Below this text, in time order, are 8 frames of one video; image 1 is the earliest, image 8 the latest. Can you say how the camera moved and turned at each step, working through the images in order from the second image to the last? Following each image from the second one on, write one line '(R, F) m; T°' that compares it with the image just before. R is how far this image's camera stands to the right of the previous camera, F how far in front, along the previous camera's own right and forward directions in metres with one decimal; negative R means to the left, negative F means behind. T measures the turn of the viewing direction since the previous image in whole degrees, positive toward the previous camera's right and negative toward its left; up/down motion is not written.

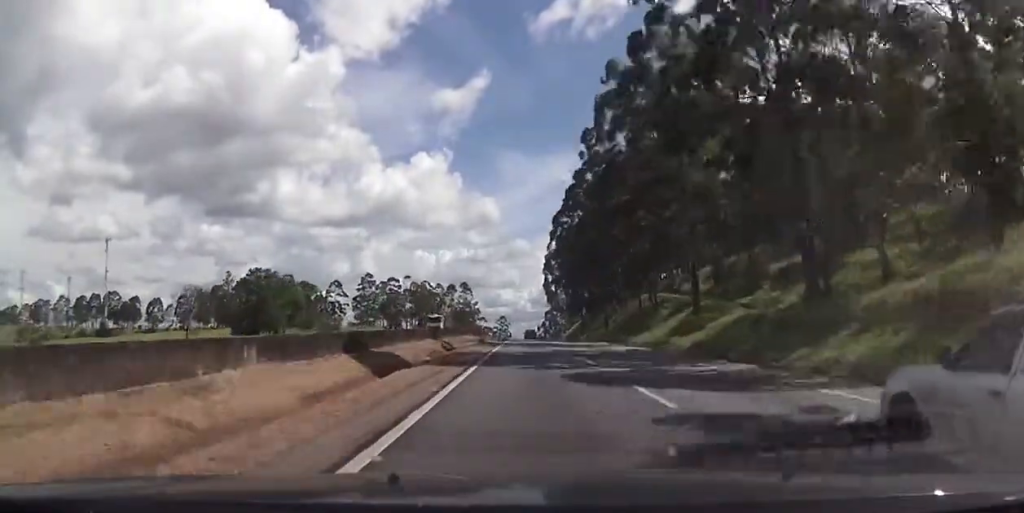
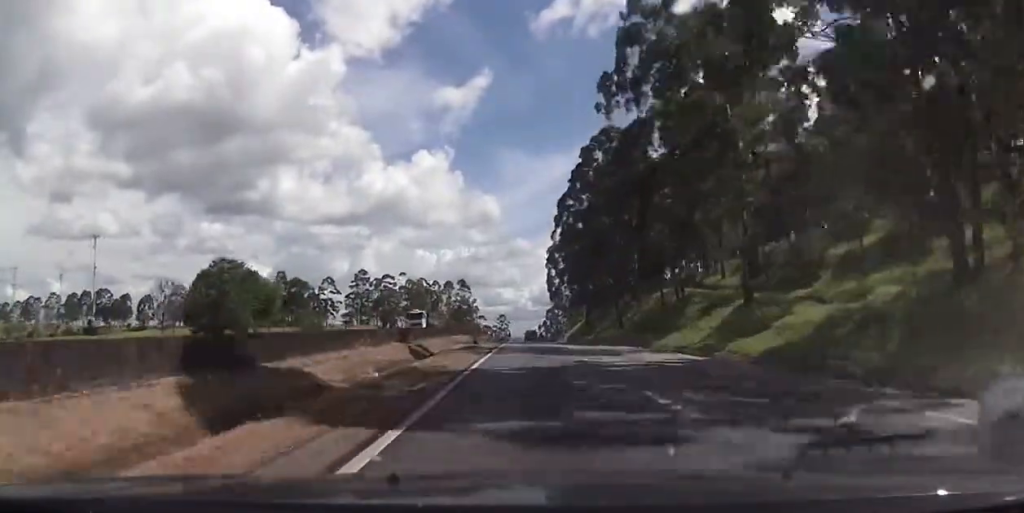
(0.0, +11.7) m; 0°
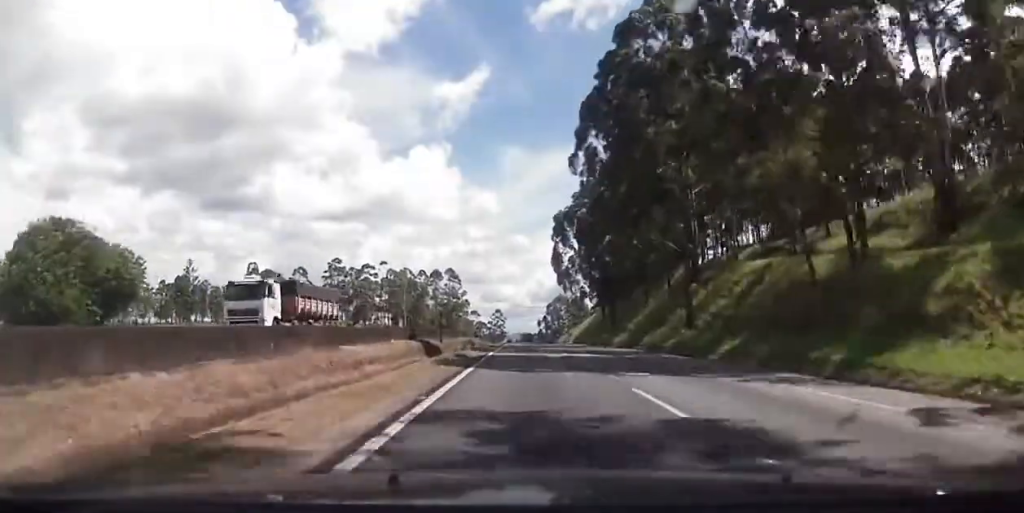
(+0.2, +30.6) m; +2°
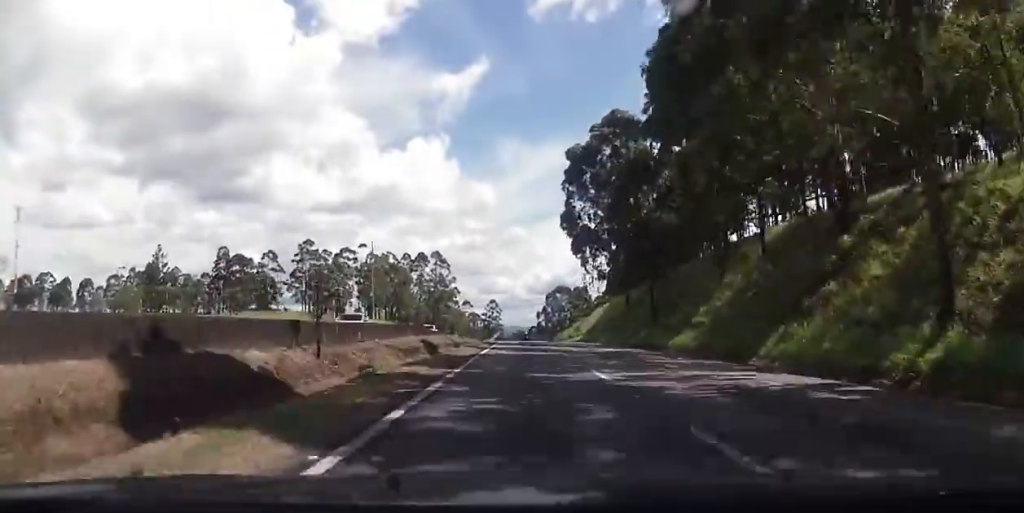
(+0.6, +23.9) m; +1°
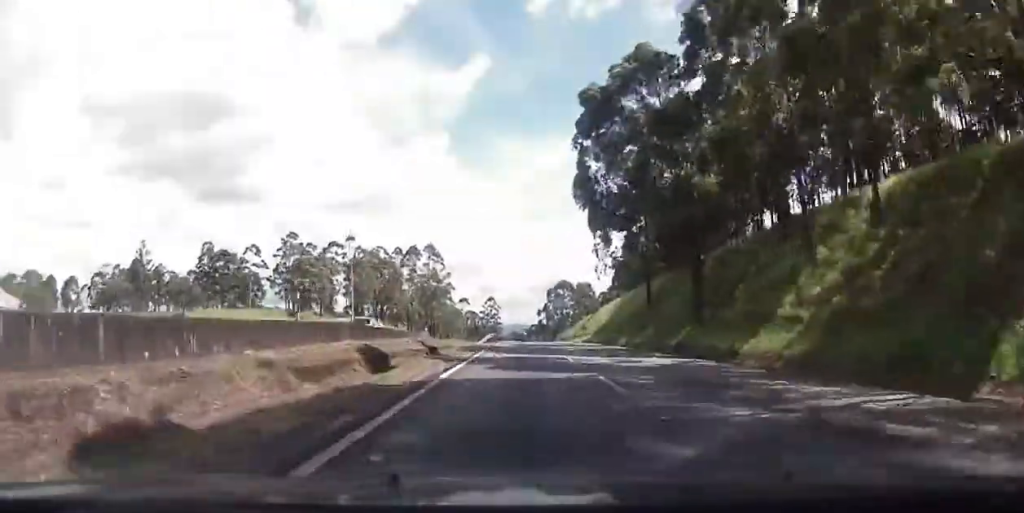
(+0.1, +13.6) m; -1°
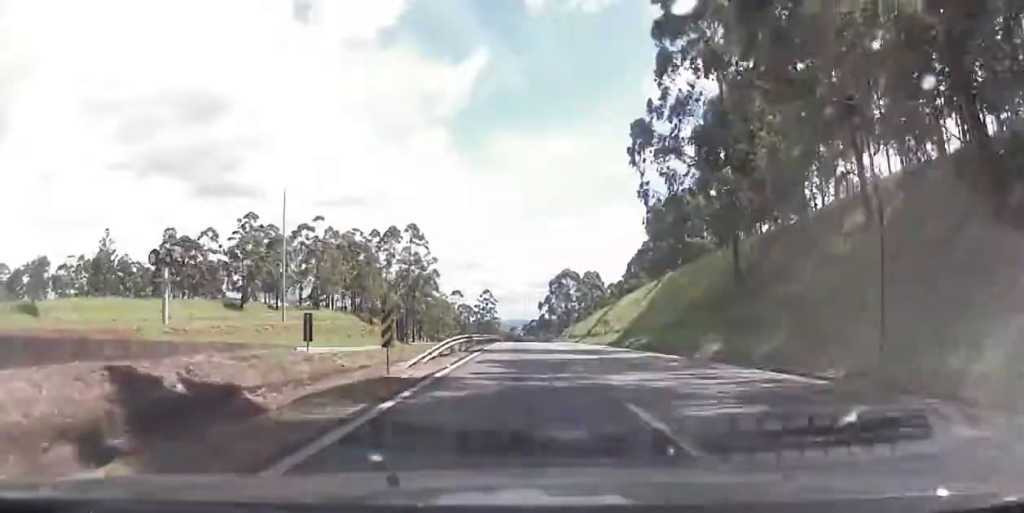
(-1.1, +32.3) m; -3°
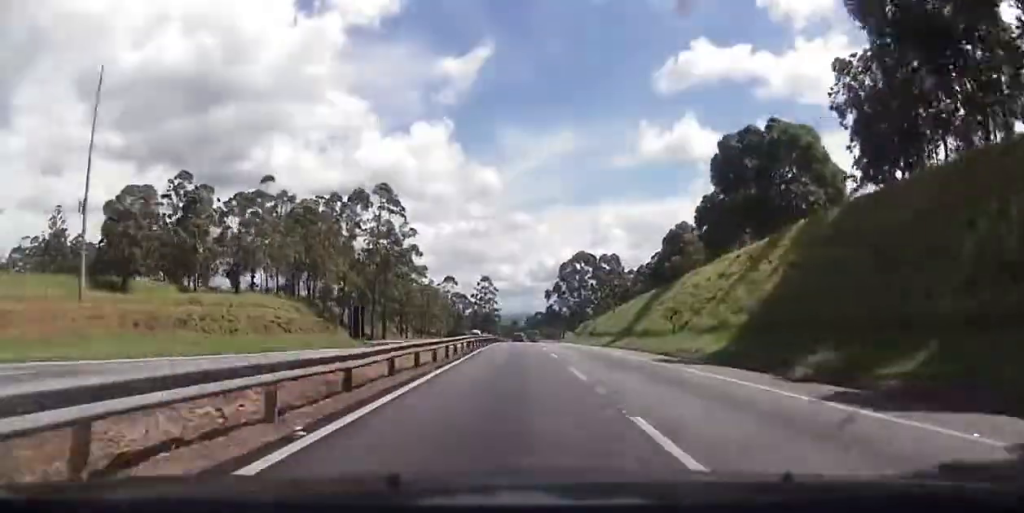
(-0.3, +42.1) m; 0°
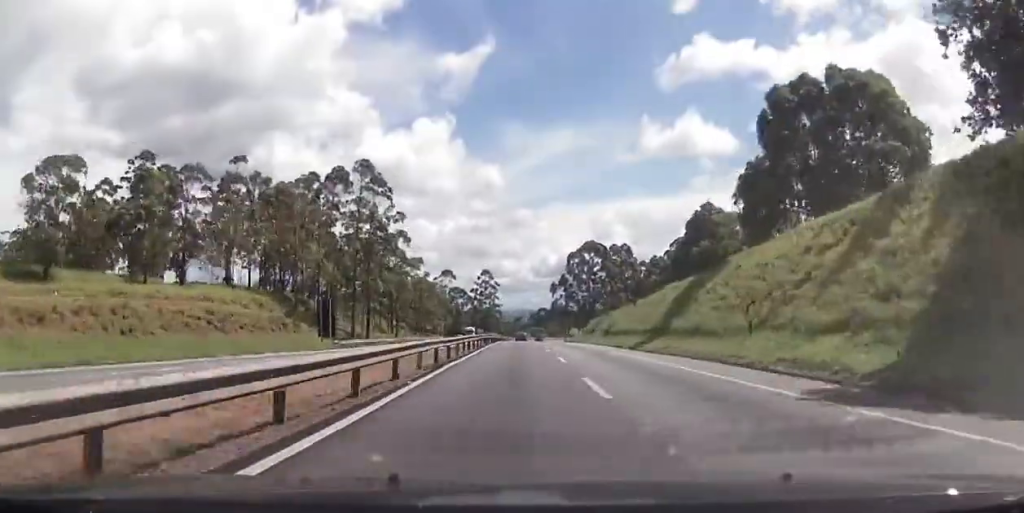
(0.0, +17.6) m; 0°
